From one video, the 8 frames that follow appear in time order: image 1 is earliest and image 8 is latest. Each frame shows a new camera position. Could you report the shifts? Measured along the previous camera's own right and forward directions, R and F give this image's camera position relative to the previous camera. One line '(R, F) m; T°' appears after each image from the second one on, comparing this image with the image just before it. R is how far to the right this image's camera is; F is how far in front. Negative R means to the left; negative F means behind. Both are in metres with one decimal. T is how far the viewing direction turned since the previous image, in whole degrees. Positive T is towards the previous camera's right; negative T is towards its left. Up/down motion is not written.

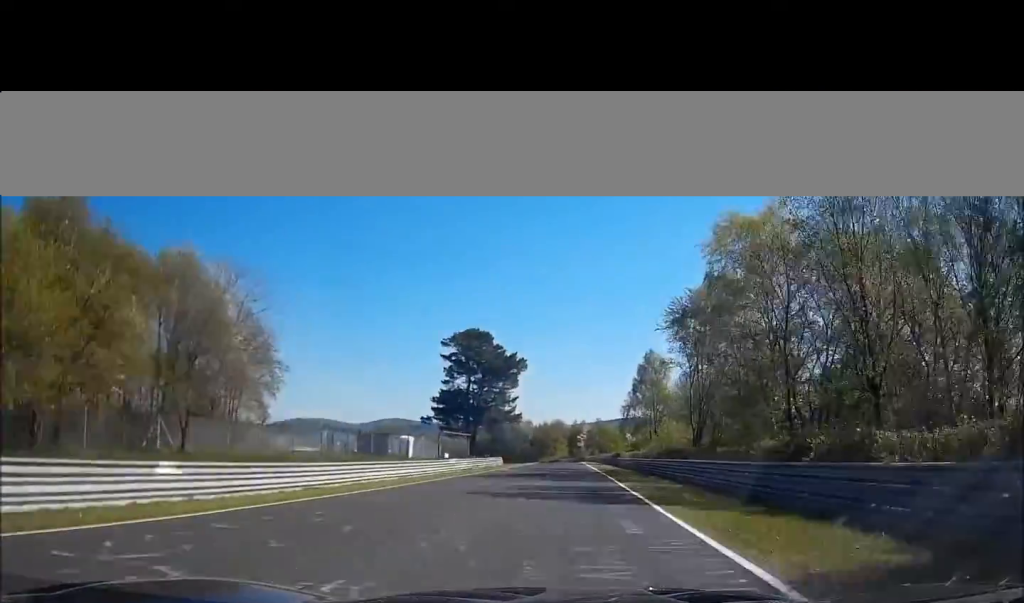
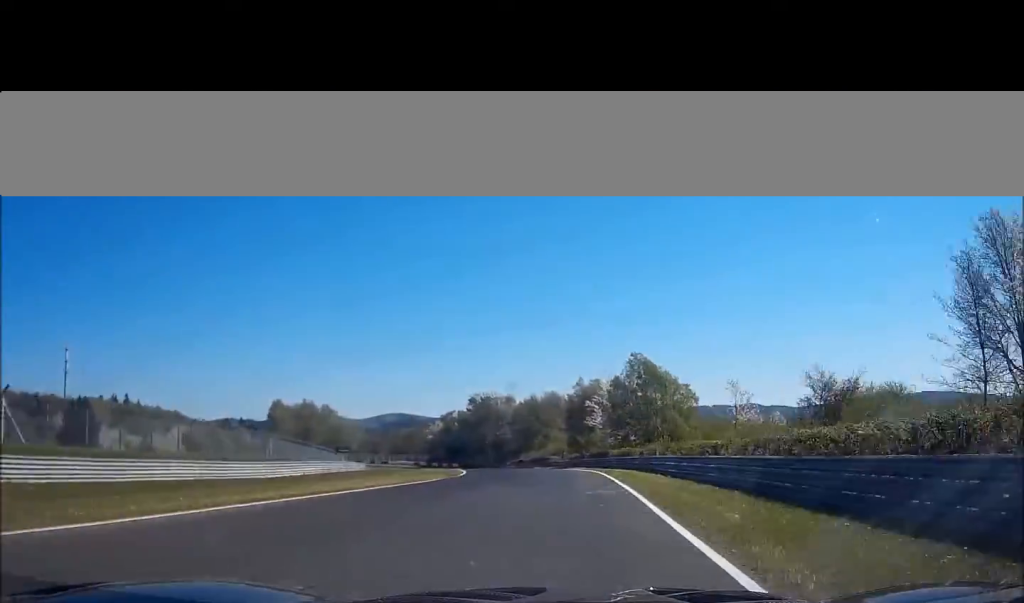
(+1.6, +100.6) m; -1°
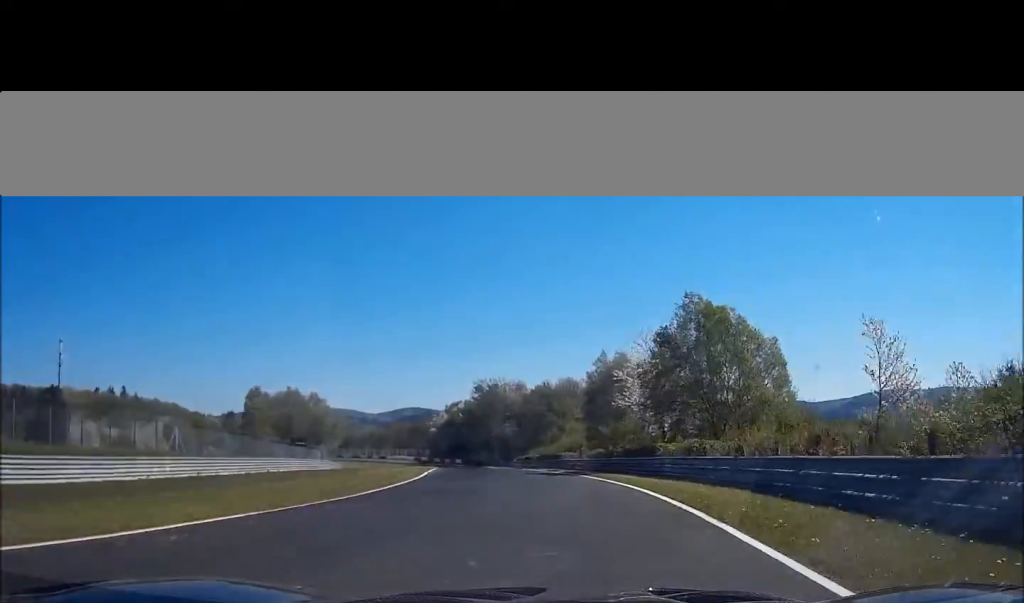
(-0.3, +23.9) m; -3°
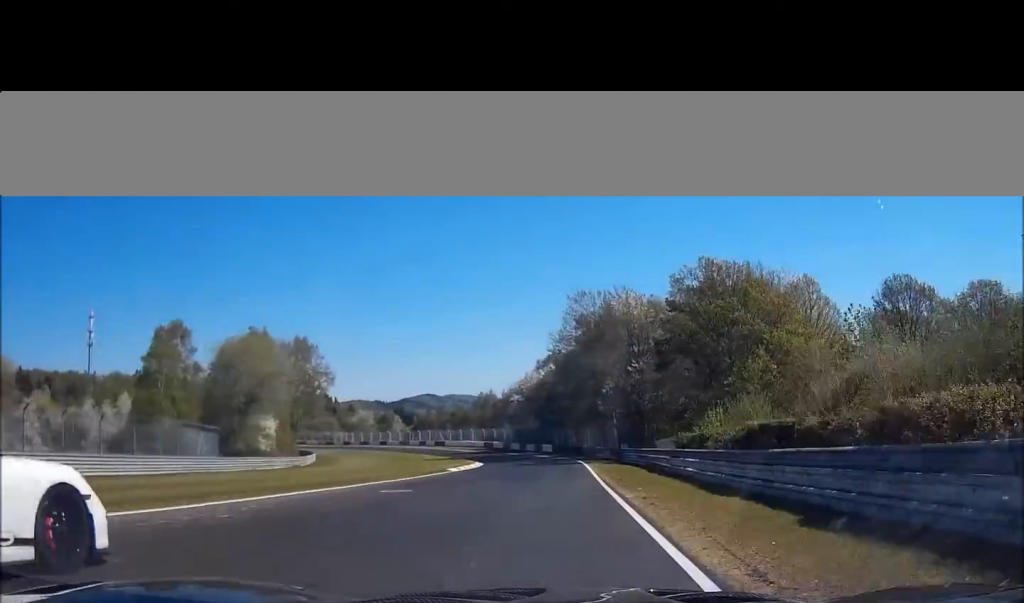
(-6.8, +78.6) m; -9°
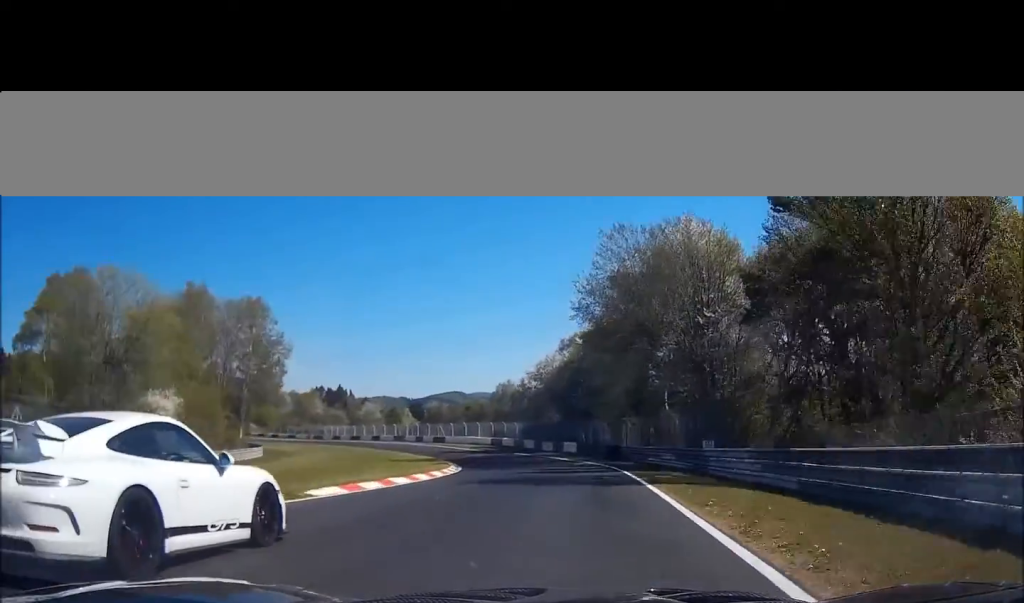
(-0.3, +26.5) m; -3°
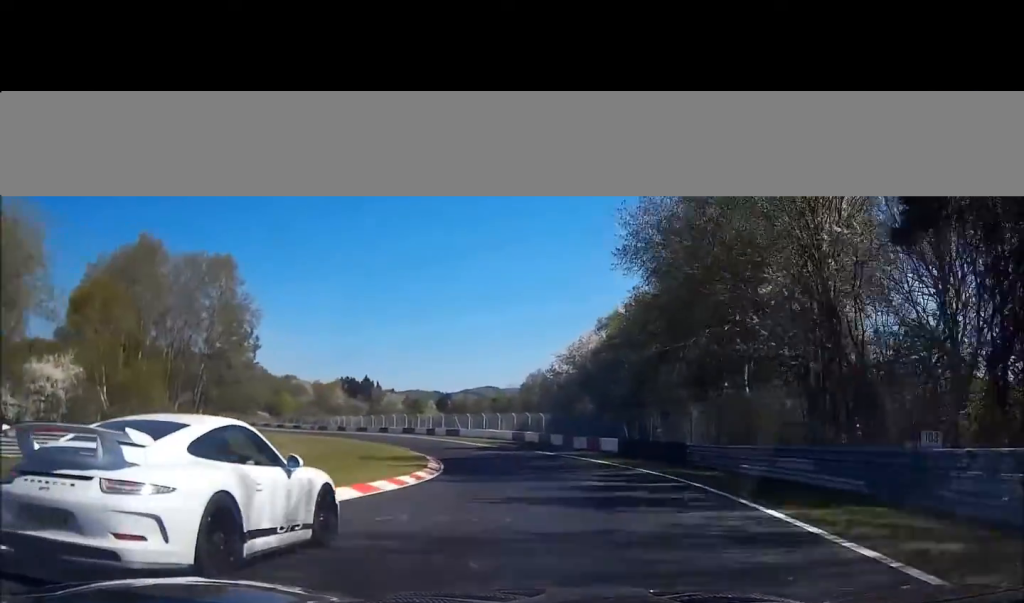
(-0.8, +16.6) m; -4°
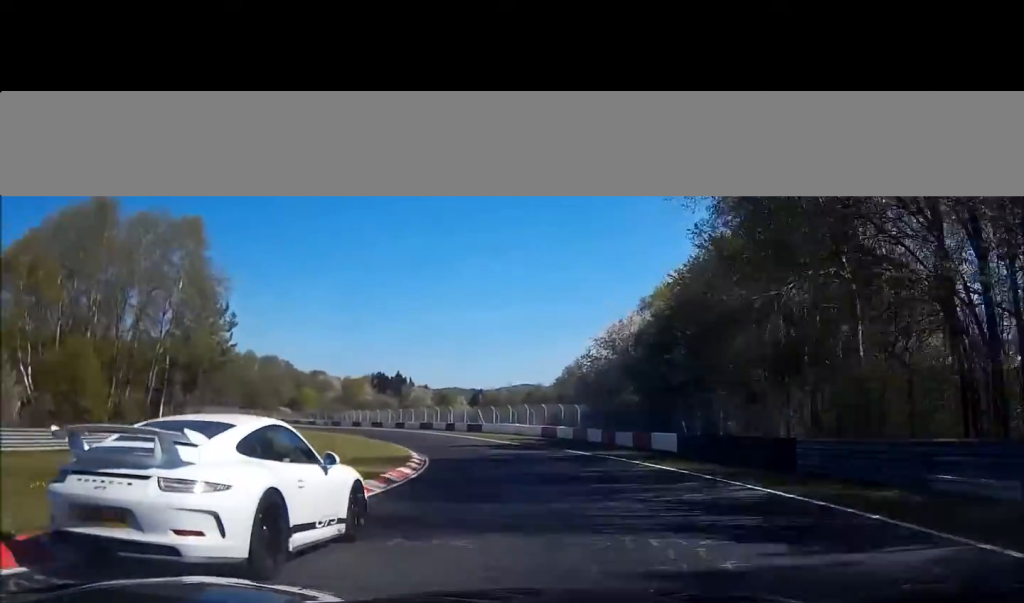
(+0.4, +14.3) m; -4°
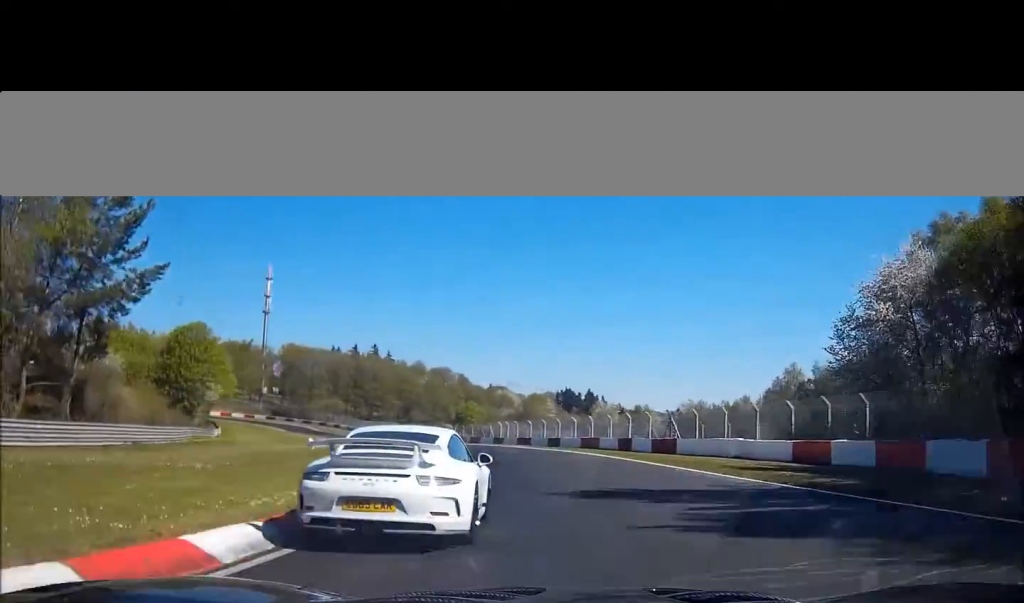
(-4.2, +36.0) m; -15°
